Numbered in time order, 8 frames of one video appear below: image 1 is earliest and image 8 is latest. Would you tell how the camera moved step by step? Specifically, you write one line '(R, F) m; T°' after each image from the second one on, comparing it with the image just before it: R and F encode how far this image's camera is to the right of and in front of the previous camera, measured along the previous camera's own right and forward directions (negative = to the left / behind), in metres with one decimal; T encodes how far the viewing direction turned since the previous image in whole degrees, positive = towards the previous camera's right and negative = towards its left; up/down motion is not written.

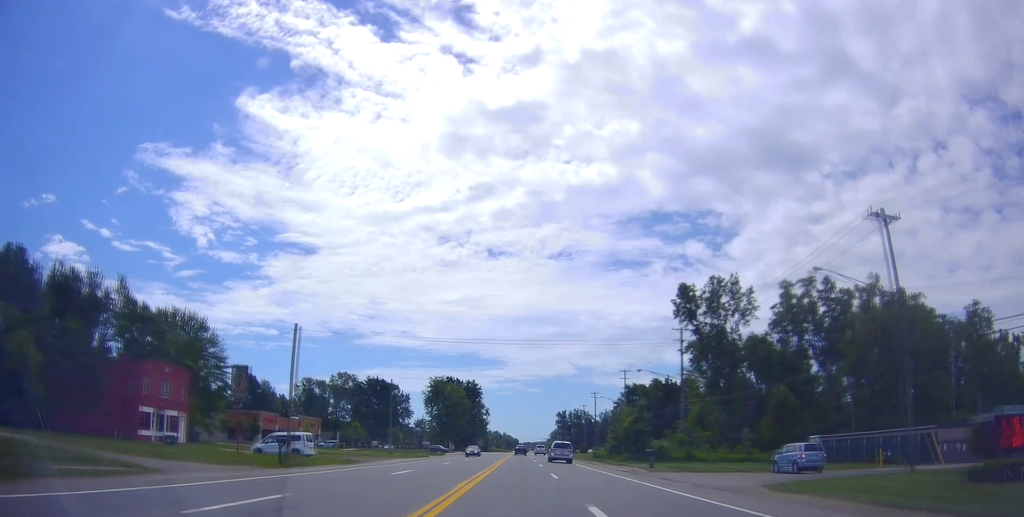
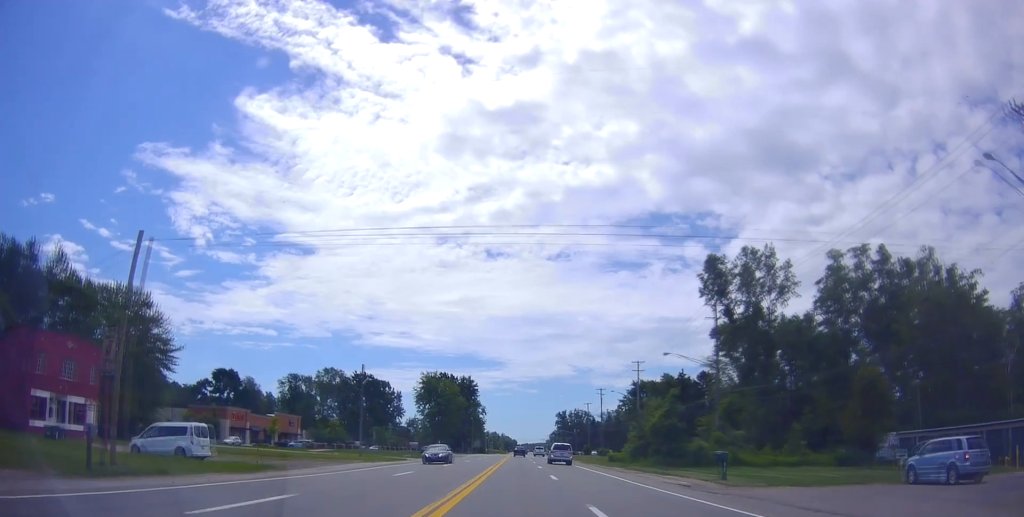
(-0.2, +15.5) m; -1°
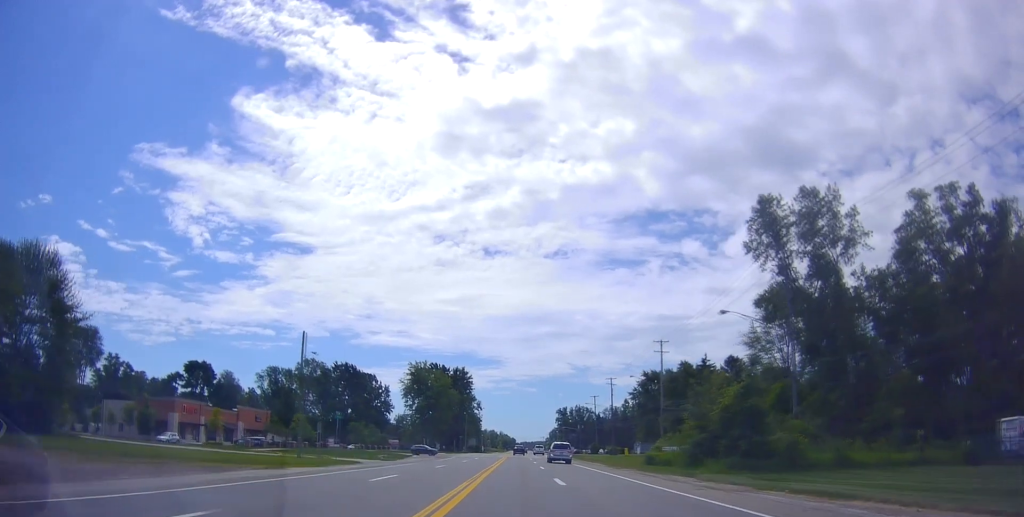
(-0.3, +19.5) m; 0°
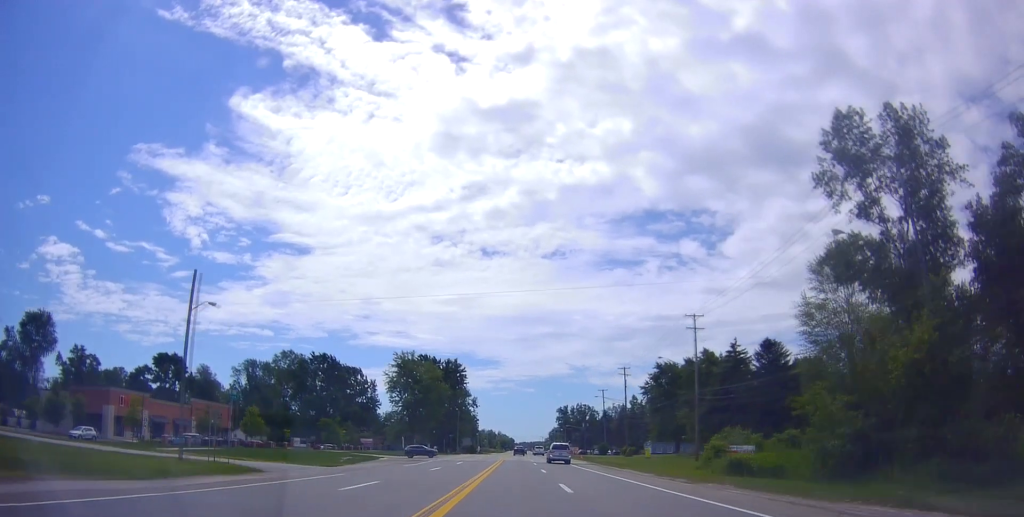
(+0.2, +18.5) m; +1°
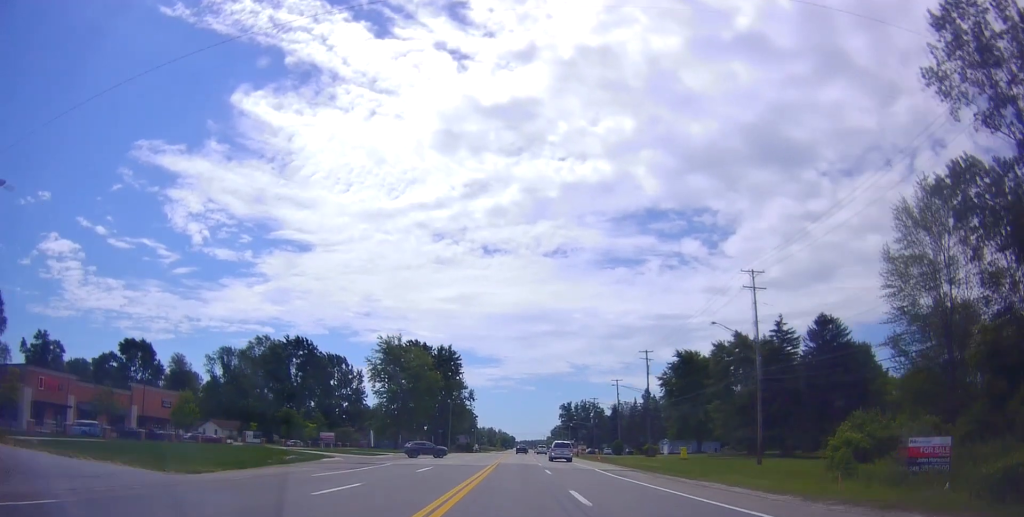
(+0.2, +19.0) m; +1°
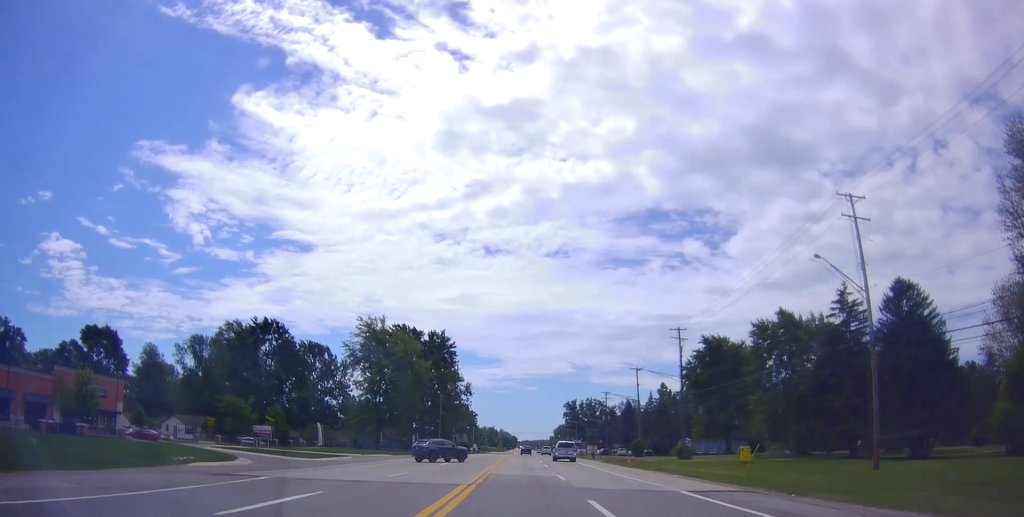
(-0.1, +18.9) m; 0°
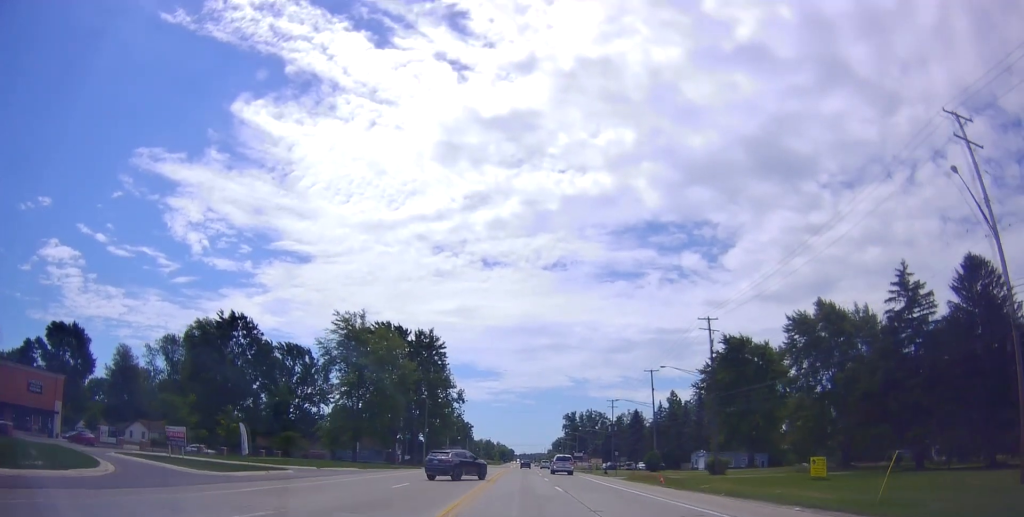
(+0.3, +14.6) m; -1°
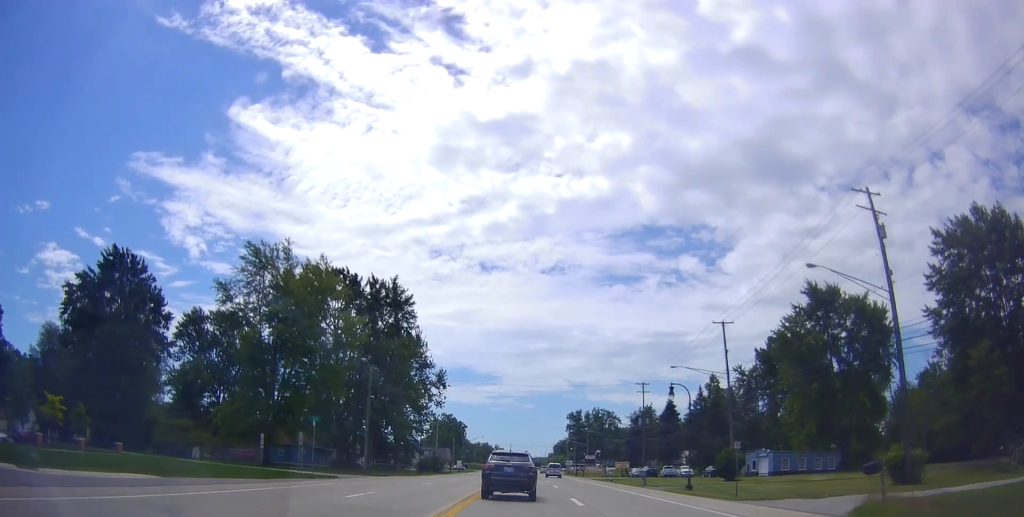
(-0.9, +43.6) m; -1°
